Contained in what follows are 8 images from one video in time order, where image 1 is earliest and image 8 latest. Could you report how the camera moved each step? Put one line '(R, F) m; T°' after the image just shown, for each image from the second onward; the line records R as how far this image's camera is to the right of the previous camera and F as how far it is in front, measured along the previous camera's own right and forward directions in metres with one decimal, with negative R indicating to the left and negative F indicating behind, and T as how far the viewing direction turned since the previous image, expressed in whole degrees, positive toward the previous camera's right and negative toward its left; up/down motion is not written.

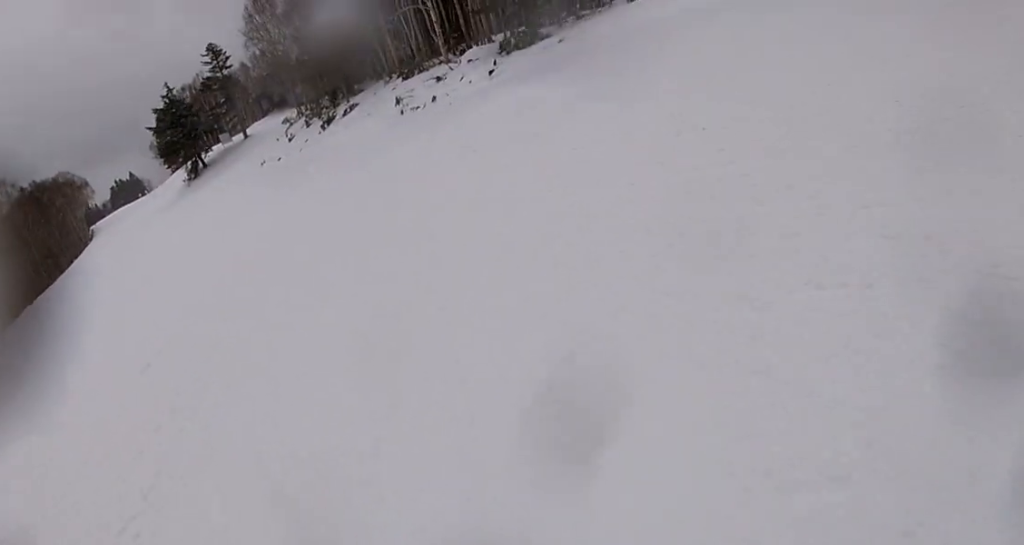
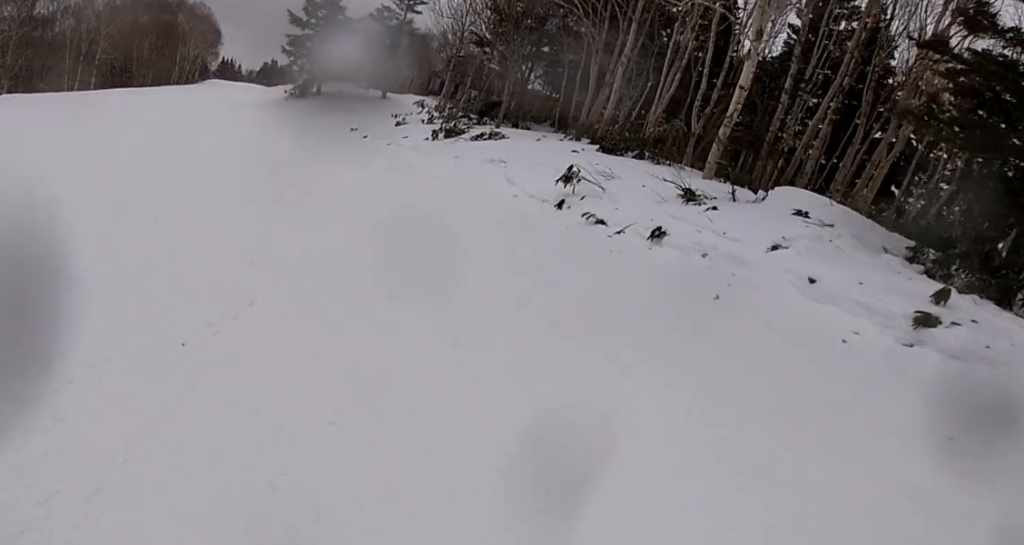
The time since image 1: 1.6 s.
(-0.1, +16.3) m; -14°
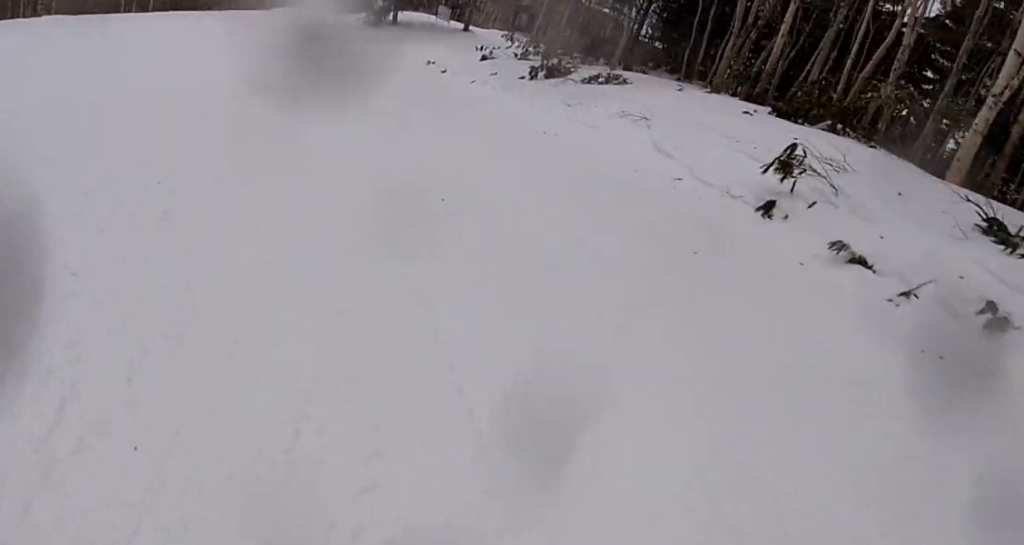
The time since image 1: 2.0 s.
(-0.2, +4.3) m; -12°
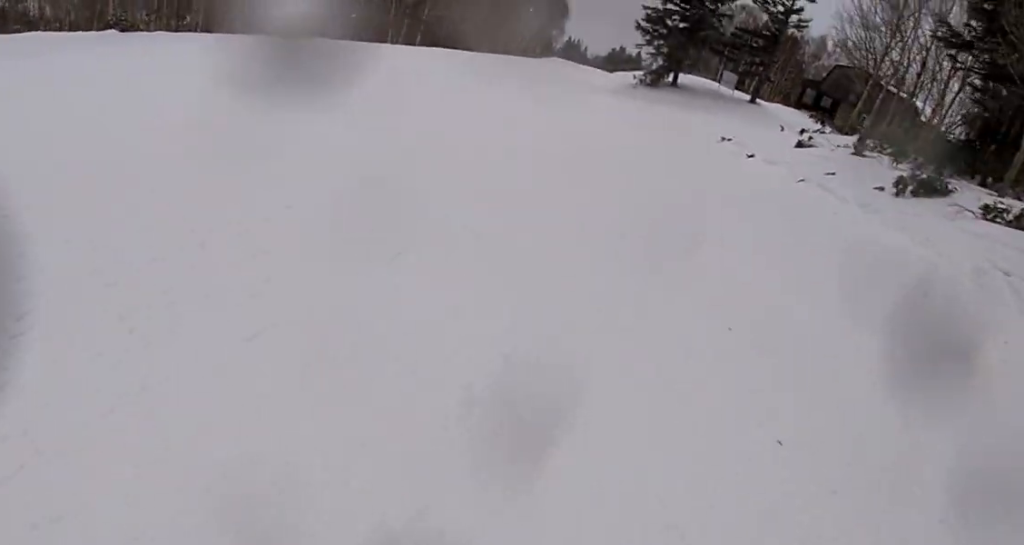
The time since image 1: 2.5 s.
(-0.3, +5.0) m; -13°
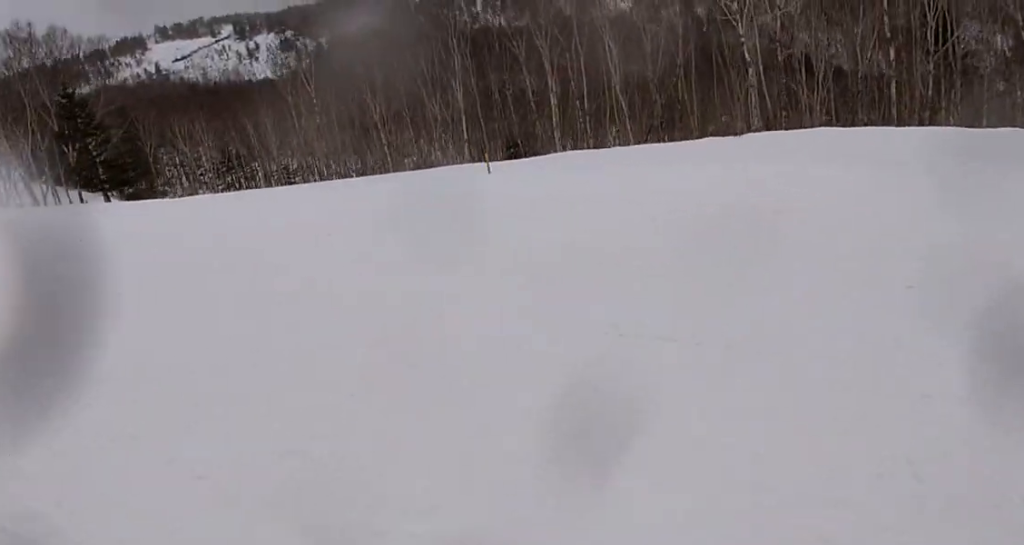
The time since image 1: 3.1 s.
(-1.5, +6.2) m; -13°
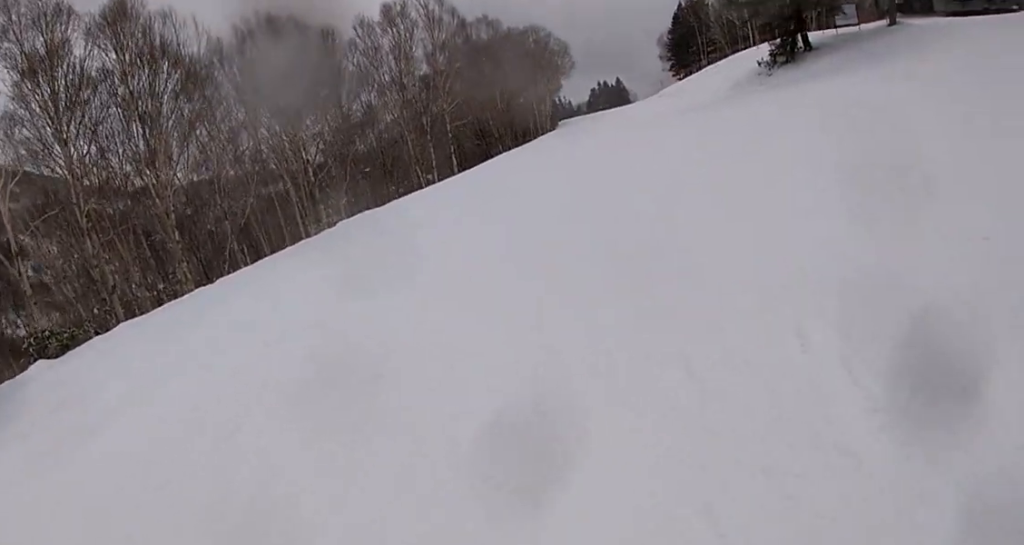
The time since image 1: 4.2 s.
(-1.3, +10.5) m; +11°
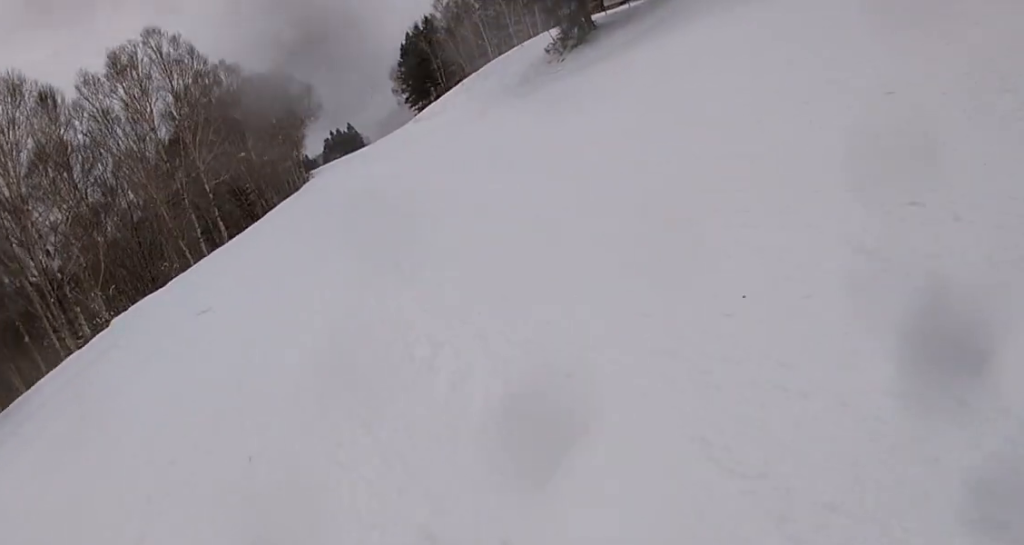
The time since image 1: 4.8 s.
(+1.4, +5.6) m; +16°
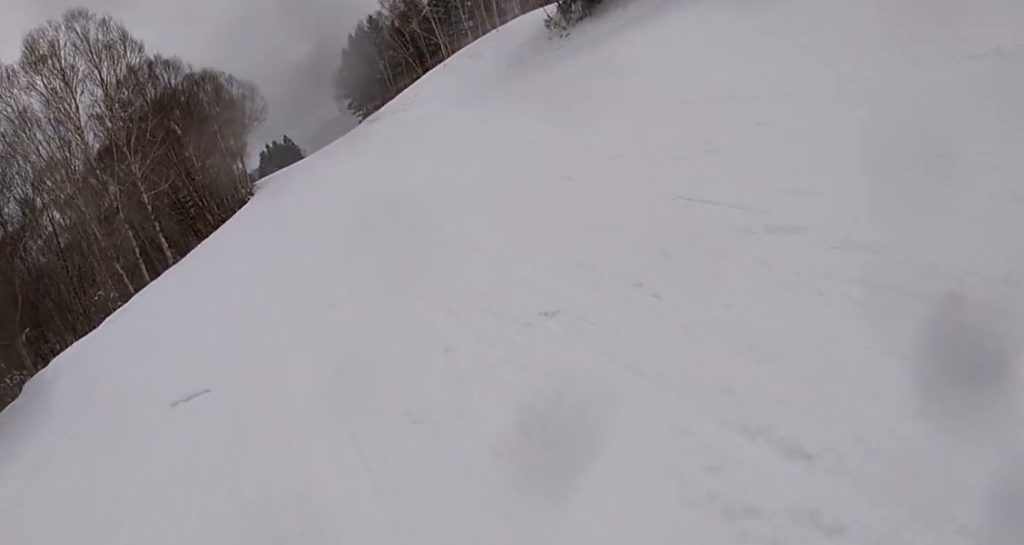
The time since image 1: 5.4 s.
(+1.1, +5.6) m; +17°
